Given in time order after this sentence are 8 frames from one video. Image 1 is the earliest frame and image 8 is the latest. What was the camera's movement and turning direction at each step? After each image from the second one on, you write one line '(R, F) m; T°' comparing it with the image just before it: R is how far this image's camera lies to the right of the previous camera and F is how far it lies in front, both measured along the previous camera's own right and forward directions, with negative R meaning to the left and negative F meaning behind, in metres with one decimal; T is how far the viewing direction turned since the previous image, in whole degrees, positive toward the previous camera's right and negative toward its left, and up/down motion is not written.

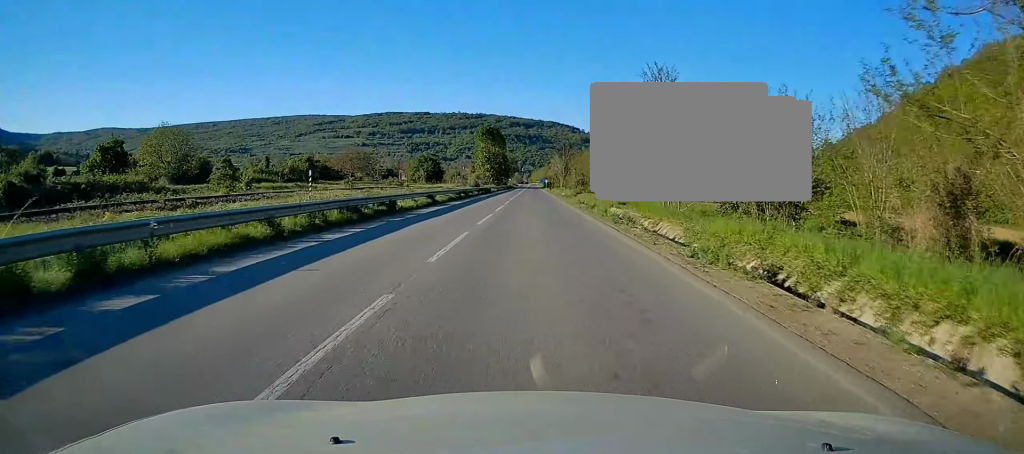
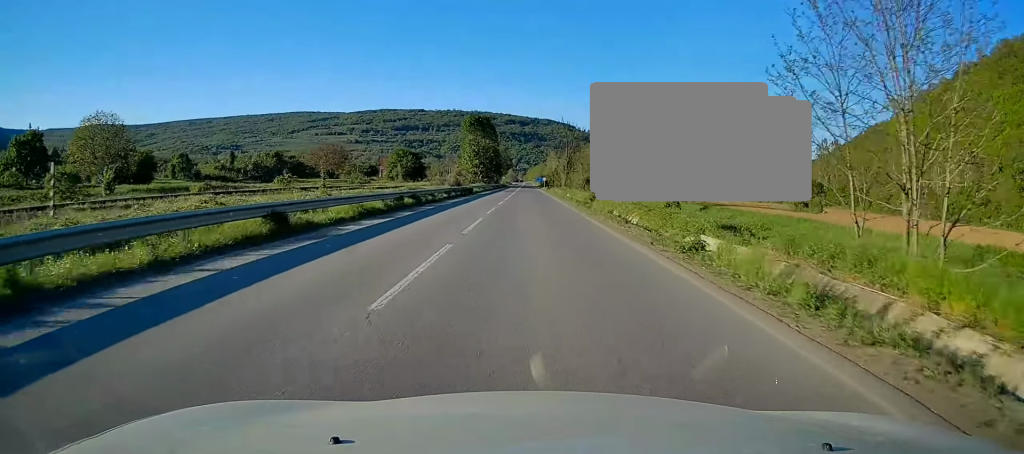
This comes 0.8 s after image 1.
(0.0, +22.0) m; 0°
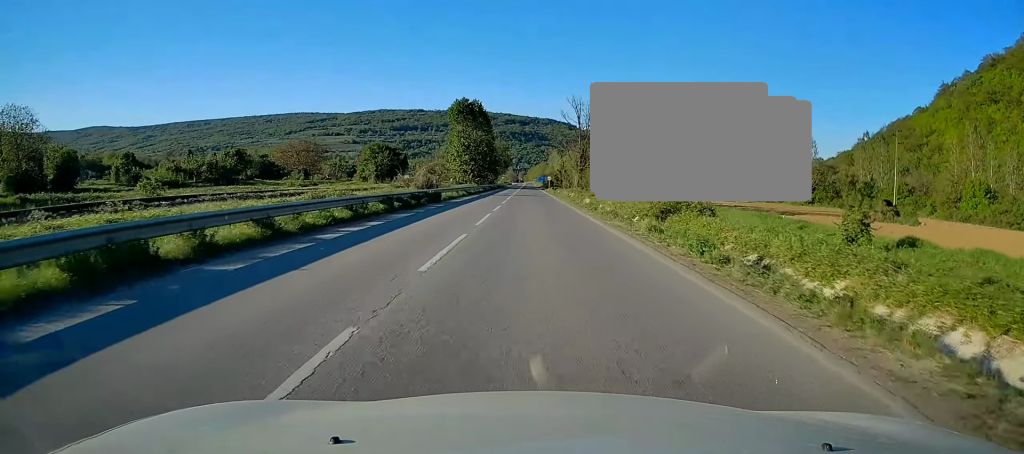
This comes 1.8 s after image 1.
(+0.1, +24.6) m; 0°
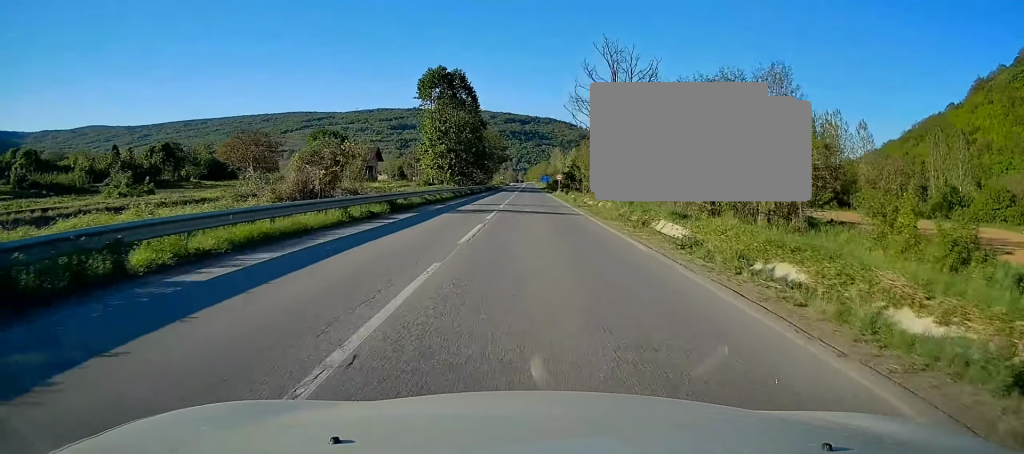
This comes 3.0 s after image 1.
(+0.1, +32.4) m; 0°
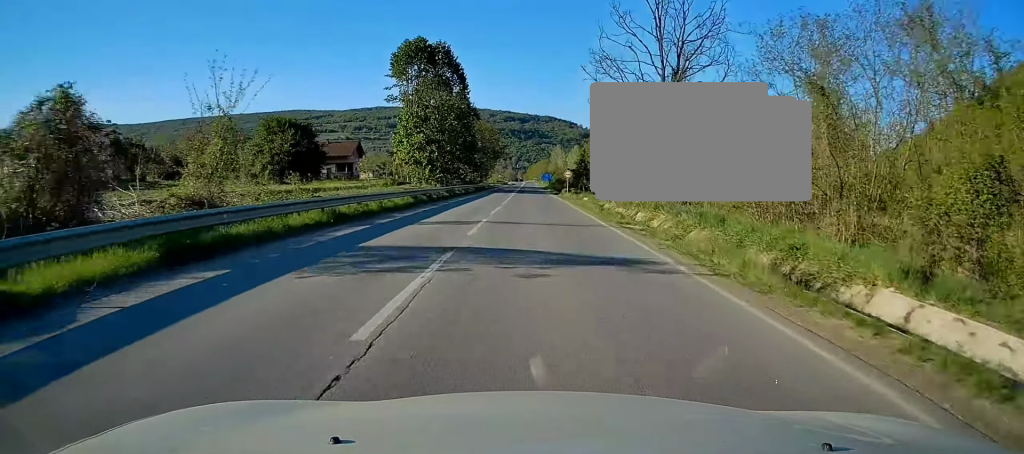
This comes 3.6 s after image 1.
(0.0, +16.6) m; 0°
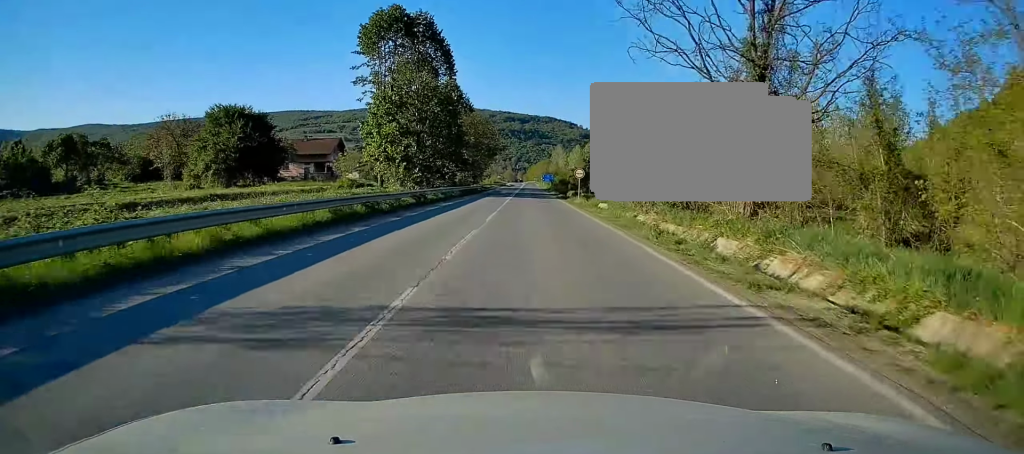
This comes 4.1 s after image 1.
(+0.1, +13.1) m; 0°
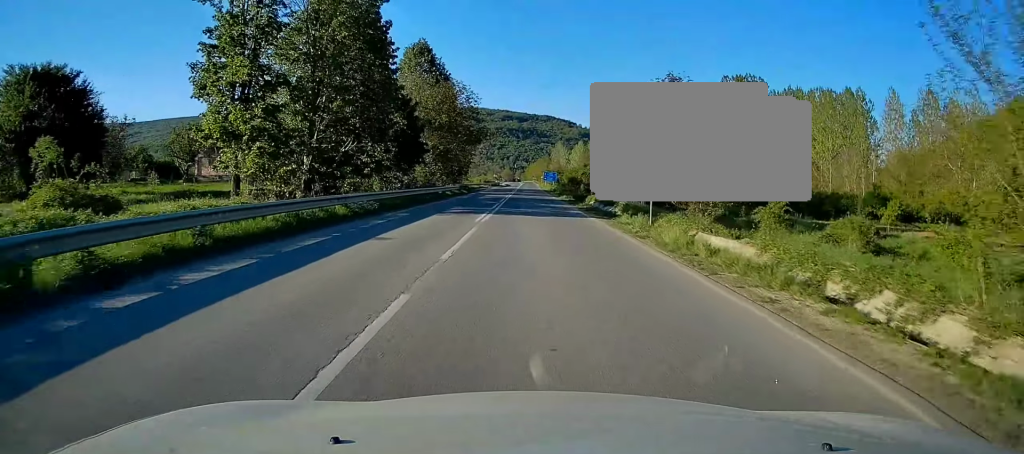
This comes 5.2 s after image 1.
(+0.1, +27.8) m; 0°
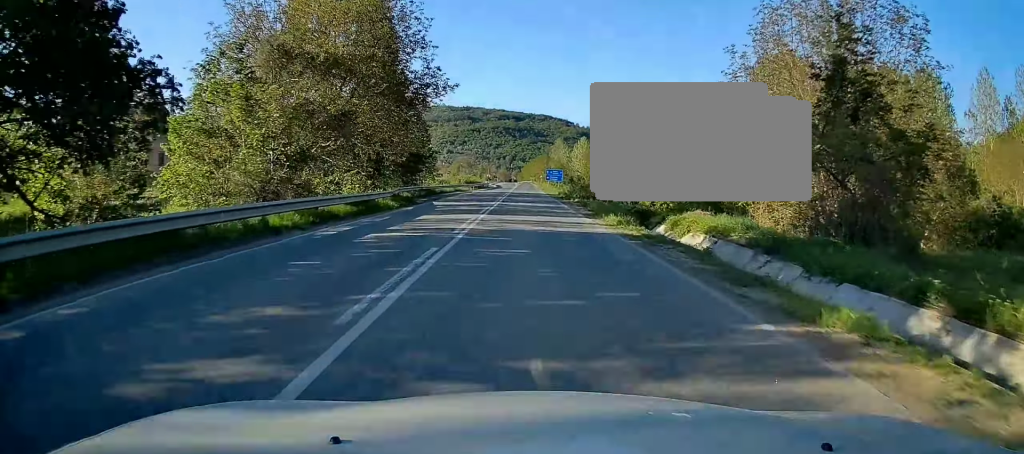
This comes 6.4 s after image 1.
(0.0, +32.0) m; 0°
